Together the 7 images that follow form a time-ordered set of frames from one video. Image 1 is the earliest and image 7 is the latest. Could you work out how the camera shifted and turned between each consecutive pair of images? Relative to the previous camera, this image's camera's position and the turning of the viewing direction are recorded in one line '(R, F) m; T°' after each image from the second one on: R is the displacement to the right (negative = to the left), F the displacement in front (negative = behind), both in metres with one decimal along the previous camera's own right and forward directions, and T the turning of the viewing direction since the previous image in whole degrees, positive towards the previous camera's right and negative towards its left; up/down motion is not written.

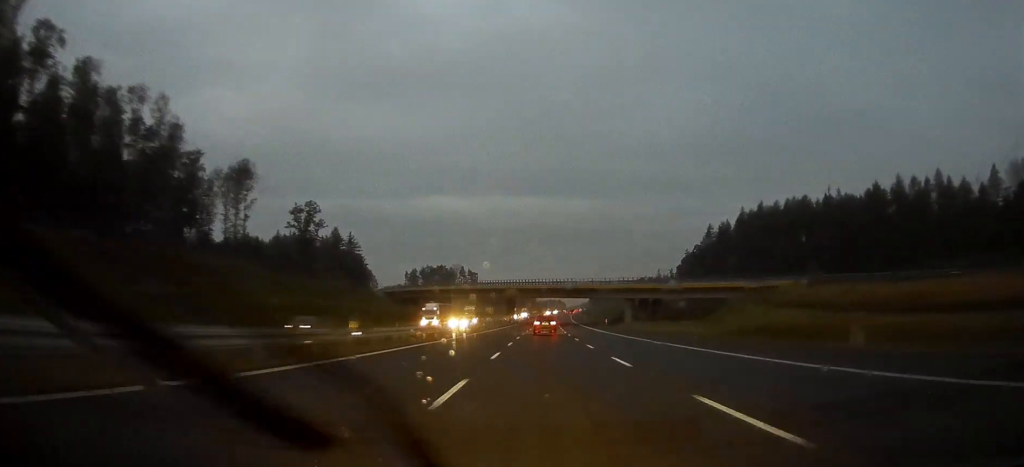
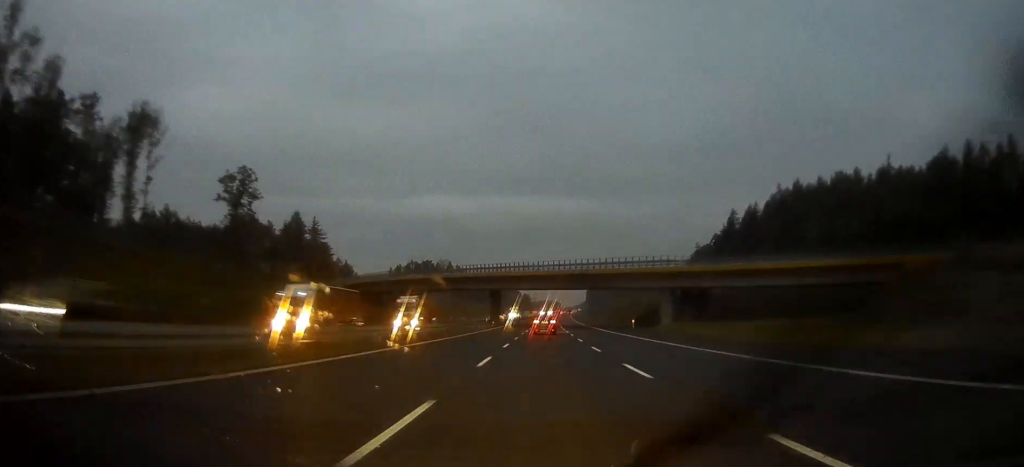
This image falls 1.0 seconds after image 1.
(+0.2, +39.9) m; 0°
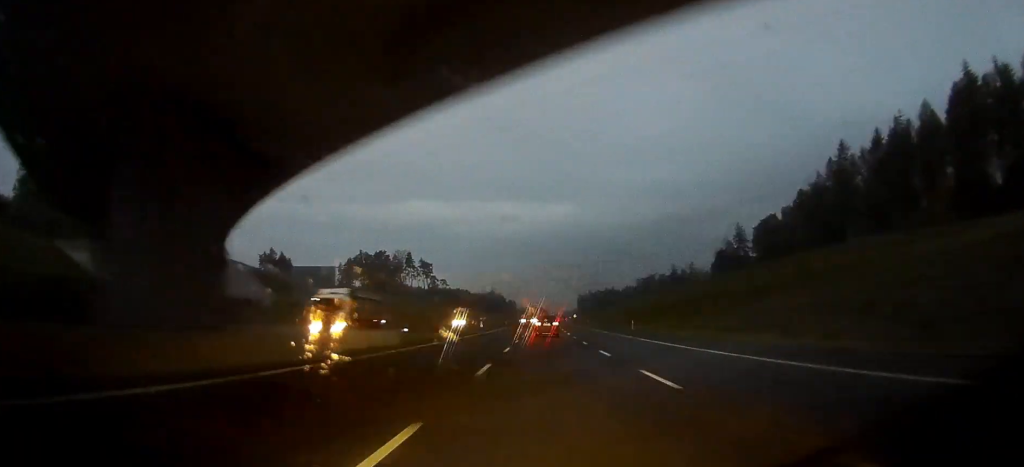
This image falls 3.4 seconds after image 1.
(+0.7, +97.5) m; +1°
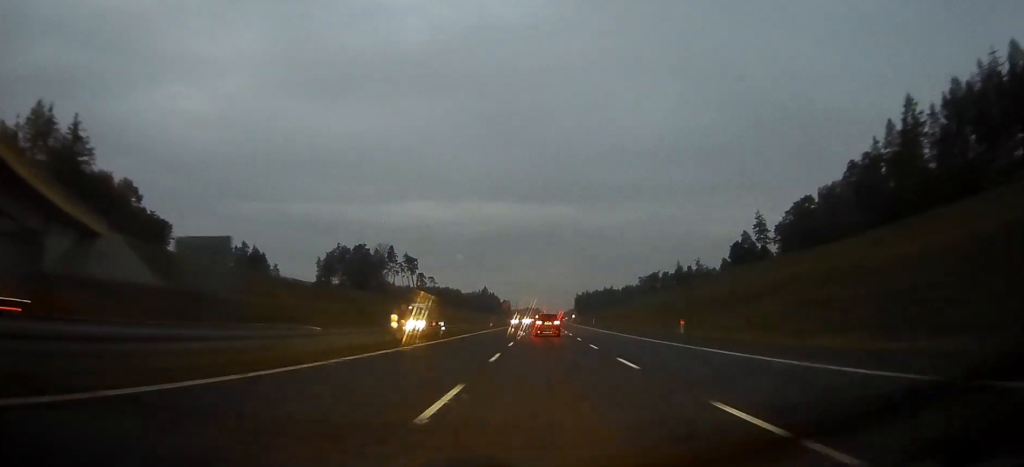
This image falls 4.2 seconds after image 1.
(+0.2, +30.9) m; 0°
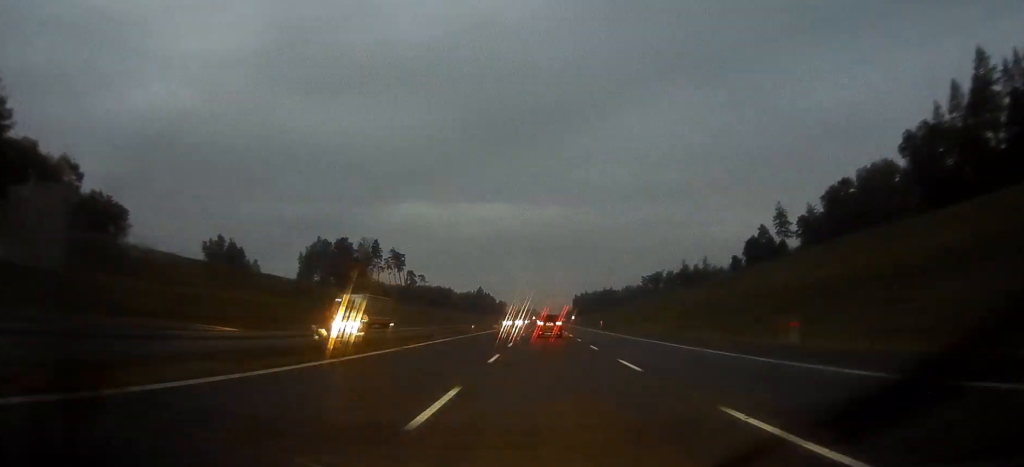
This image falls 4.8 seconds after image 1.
(0.0, +24.3) m; 0°
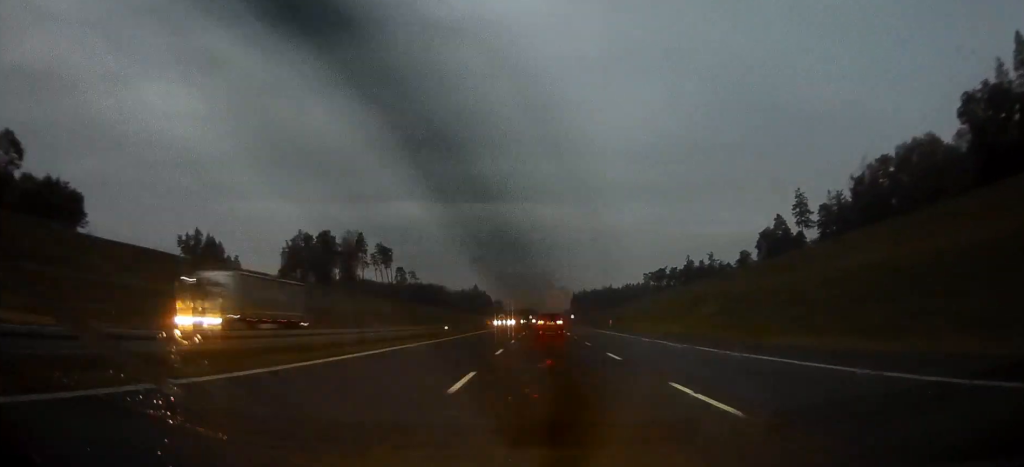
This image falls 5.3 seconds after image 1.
(0.0, +20.3) m; 0°
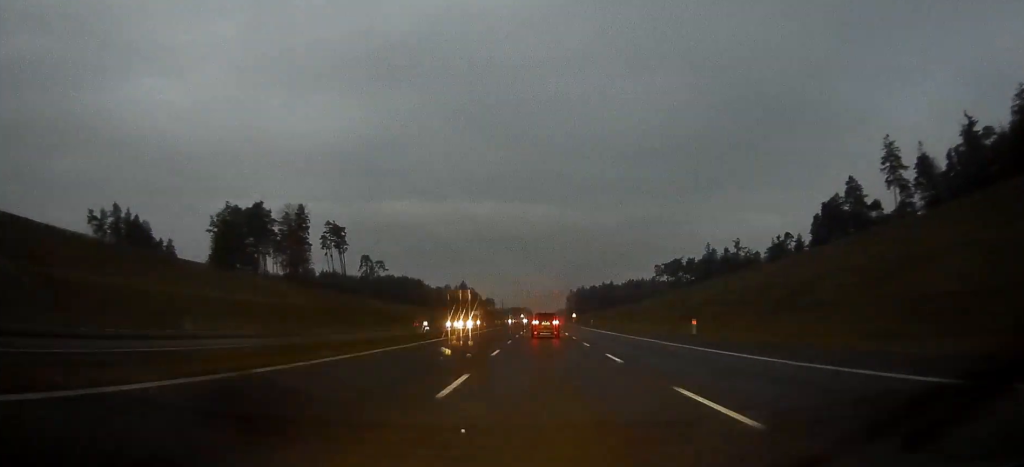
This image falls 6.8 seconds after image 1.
(+0.1, +60.7) m; 0°
